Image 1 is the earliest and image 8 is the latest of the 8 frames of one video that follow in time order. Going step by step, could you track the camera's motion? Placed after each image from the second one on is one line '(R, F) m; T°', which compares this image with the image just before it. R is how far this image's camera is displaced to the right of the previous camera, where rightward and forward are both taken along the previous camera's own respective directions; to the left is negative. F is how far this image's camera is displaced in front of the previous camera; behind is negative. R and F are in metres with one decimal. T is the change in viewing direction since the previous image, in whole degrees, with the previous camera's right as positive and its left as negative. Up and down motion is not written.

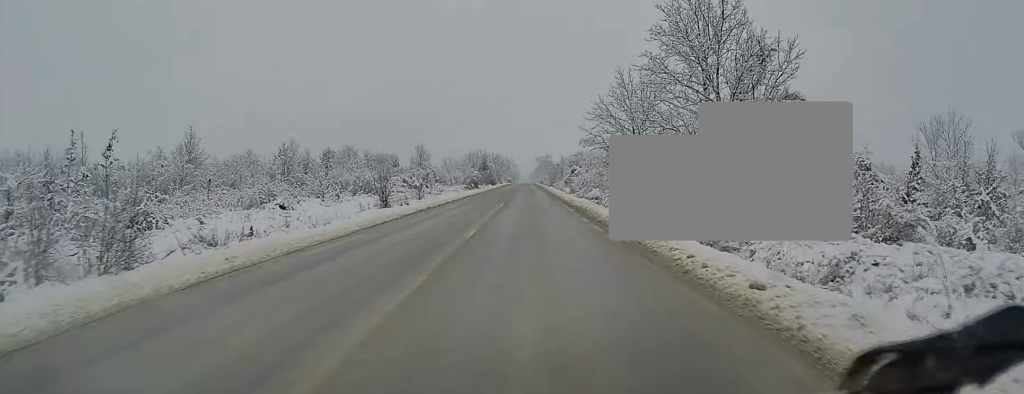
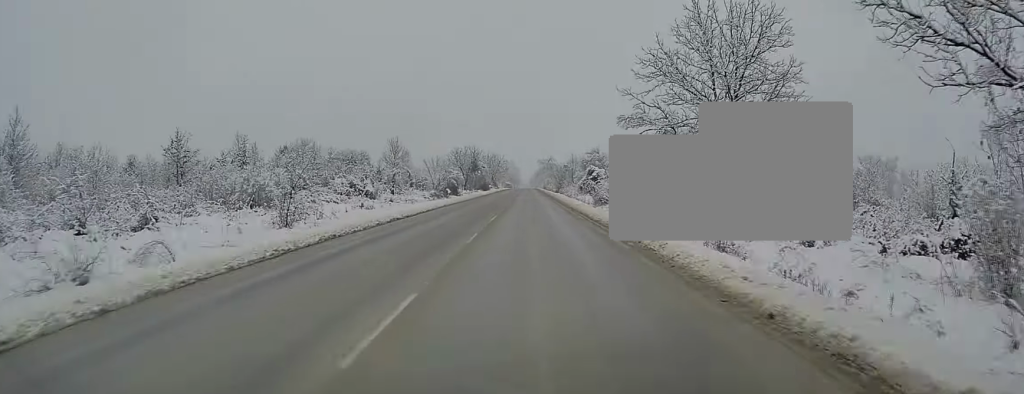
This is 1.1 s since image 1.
(-0.1, +28.2) m; 0°
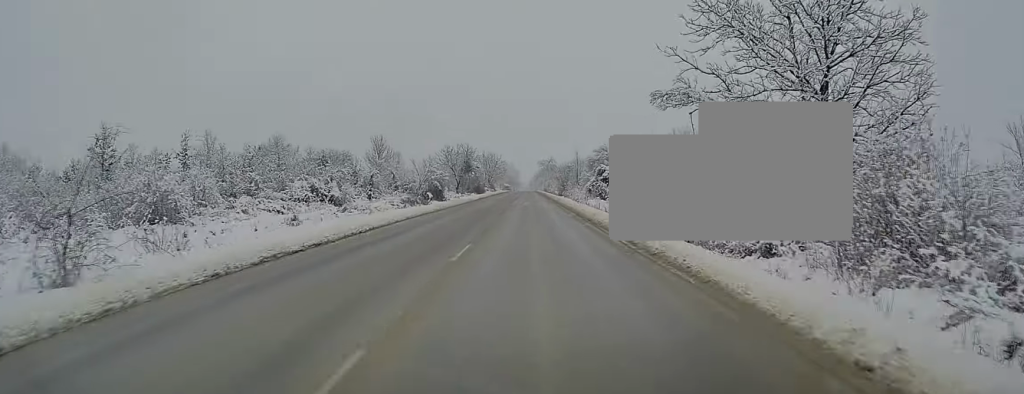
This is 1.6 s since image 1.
(0.0, +11.6) m; 0°
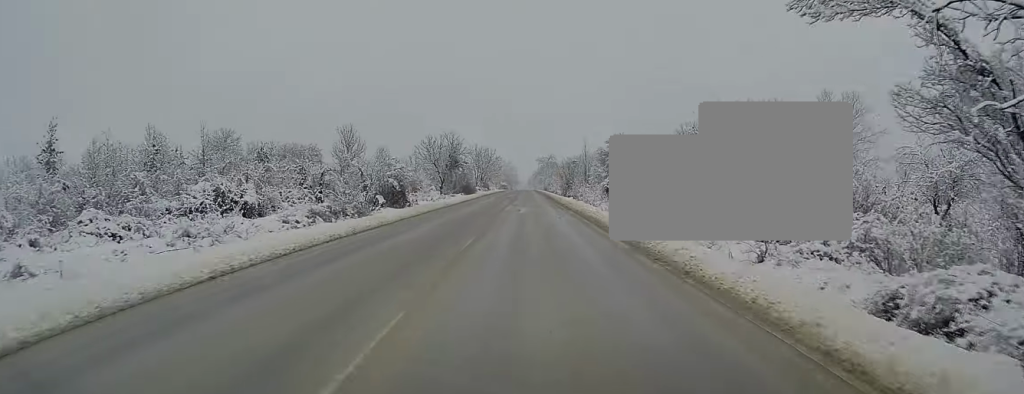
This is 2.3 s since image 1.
(+0.2, +16.5) m; 0°
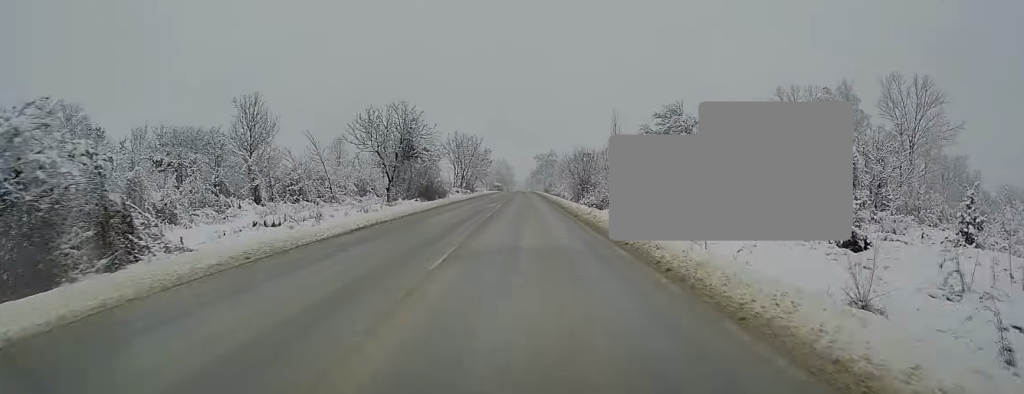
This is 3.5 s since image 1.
(-0.3, +29.6) m; 0°
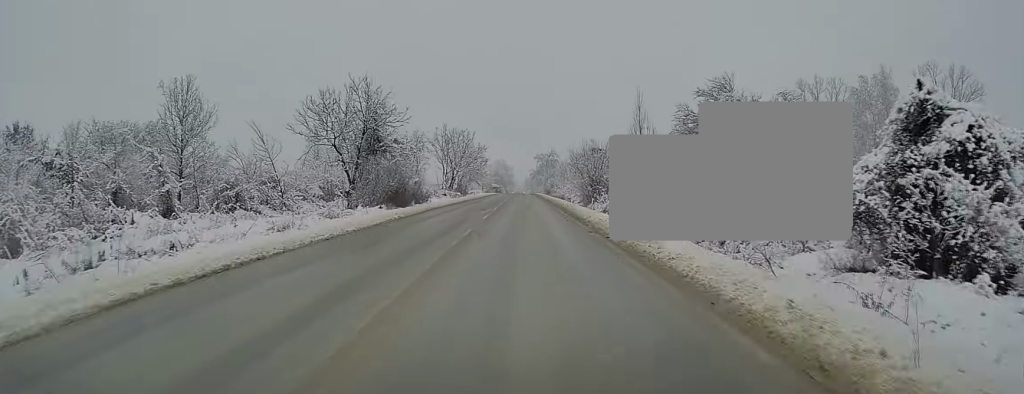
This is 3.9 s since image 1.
(+0.1, +11.5) m; 0°
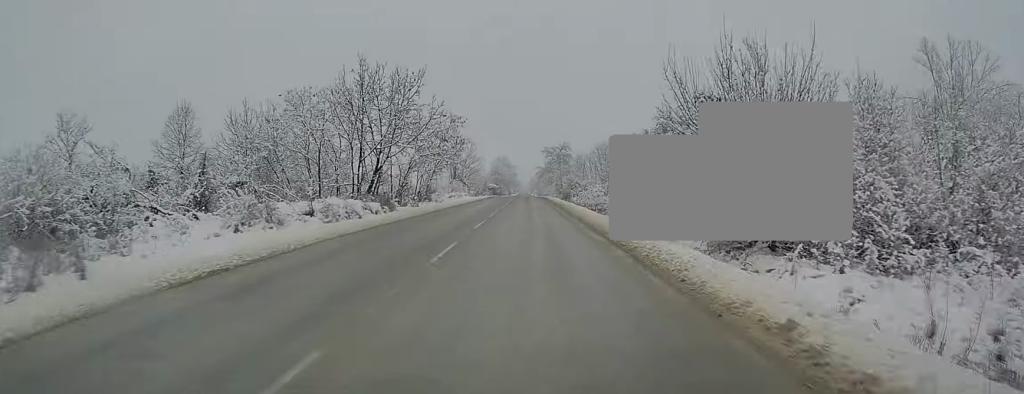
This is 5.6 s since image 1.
(+0.3, +41.2) m; 0°
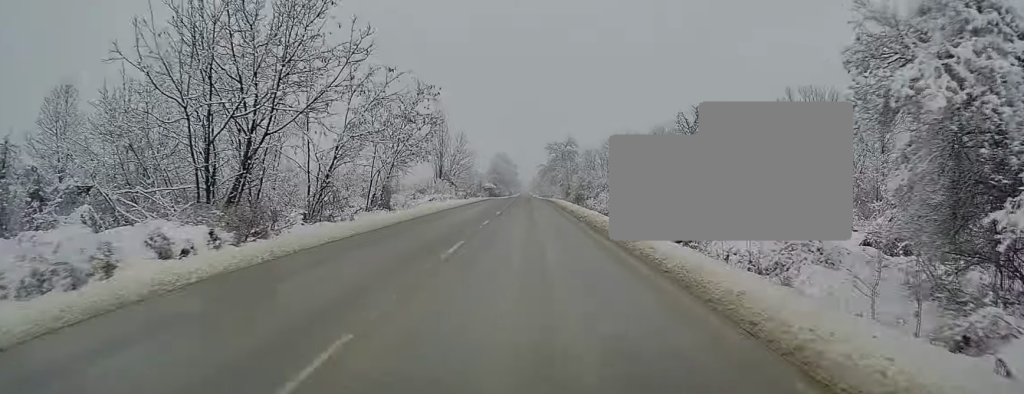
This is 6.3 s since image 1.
(-0.1, +17.4) m; 0°
